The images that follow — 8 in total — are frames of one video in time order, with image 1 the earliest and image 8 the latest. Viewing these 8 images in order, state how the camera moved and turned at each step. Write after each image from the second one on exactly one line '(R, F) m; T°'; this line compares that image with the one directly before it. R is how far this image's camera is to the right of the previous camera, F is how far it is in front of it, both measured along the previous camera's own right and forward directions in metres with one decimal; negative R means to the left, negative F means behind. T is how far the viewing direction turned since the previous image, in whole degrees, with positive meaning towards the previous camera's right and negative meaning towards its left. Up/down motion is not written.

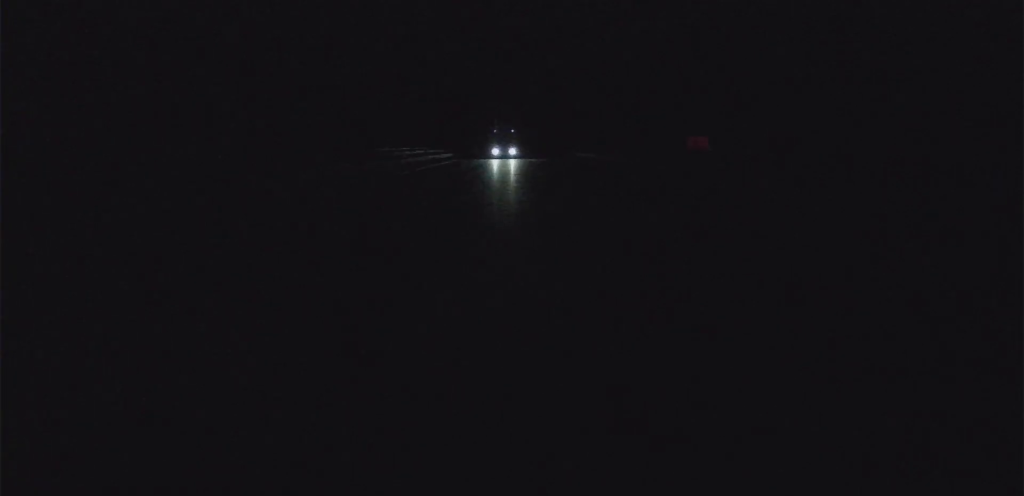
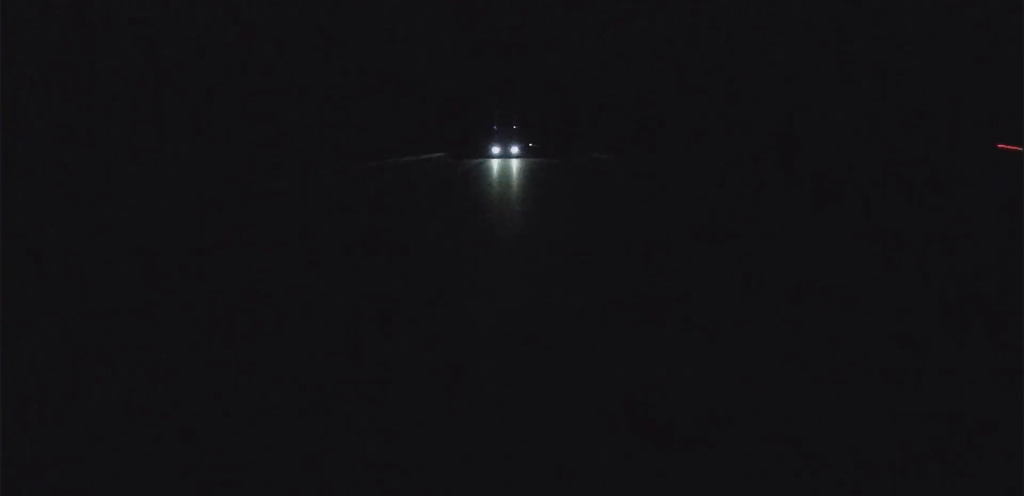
(-0.1, +231.5) m; 0°
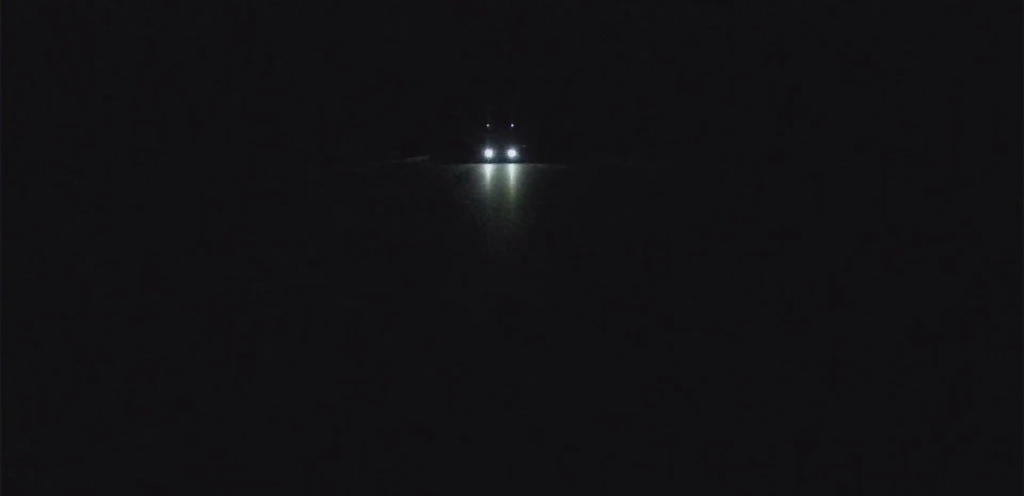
(-0.1, +474.3) m; 0°
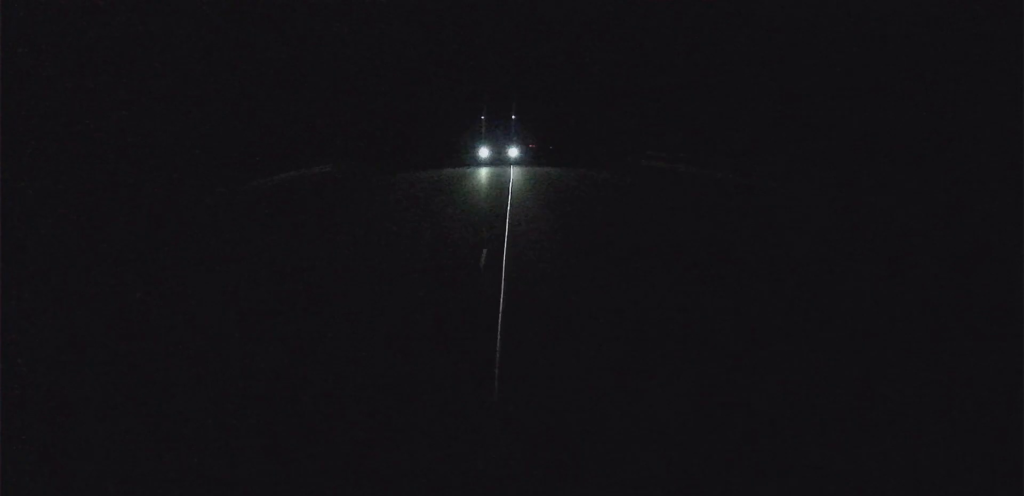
(+0.4, +470.9) m; 0°
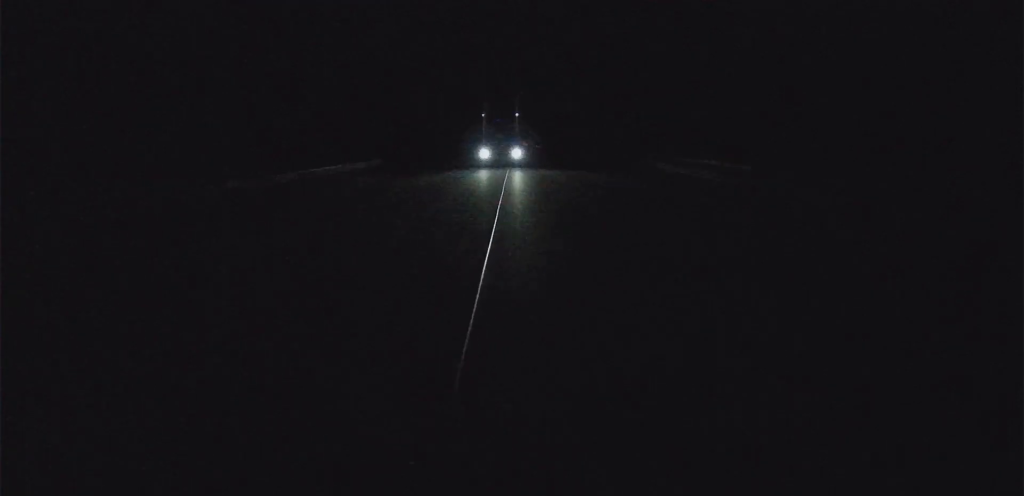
(+0.5, +244.3) m; 0°
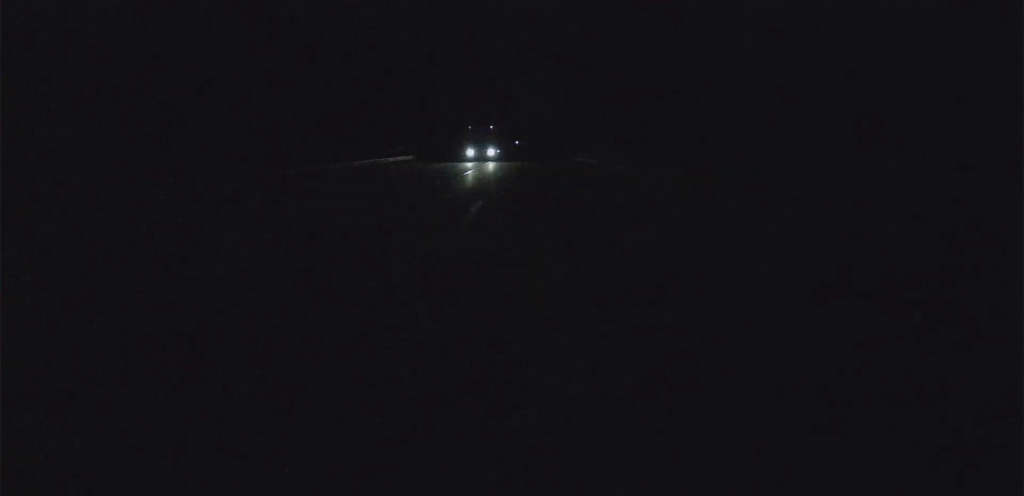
(-1.6, +312.3) m; 0°
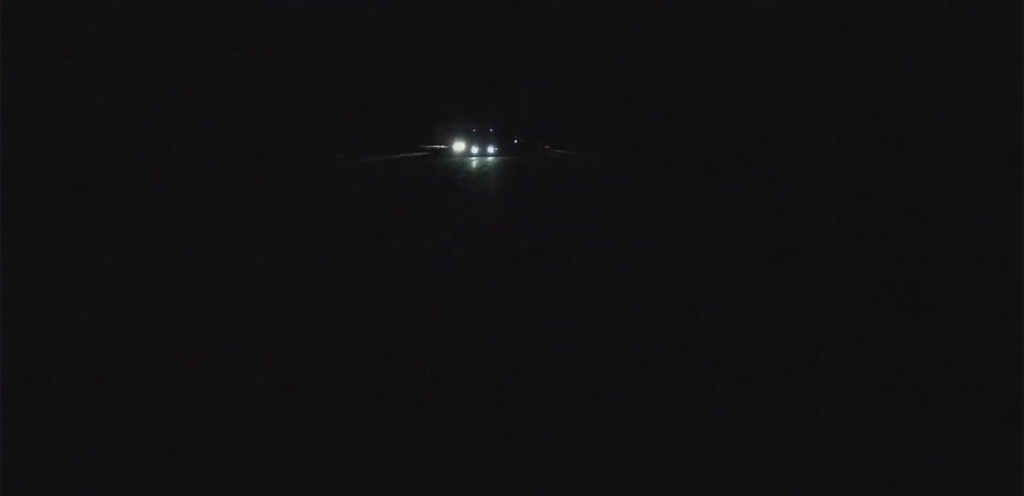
(-0.5, +148.2) m; 0°
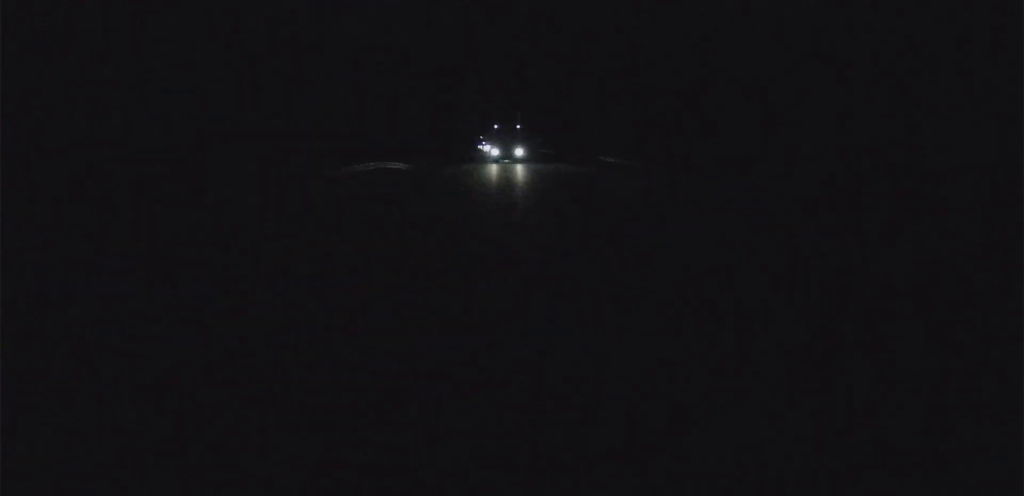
(+18.6, +580.6) m; +4°
